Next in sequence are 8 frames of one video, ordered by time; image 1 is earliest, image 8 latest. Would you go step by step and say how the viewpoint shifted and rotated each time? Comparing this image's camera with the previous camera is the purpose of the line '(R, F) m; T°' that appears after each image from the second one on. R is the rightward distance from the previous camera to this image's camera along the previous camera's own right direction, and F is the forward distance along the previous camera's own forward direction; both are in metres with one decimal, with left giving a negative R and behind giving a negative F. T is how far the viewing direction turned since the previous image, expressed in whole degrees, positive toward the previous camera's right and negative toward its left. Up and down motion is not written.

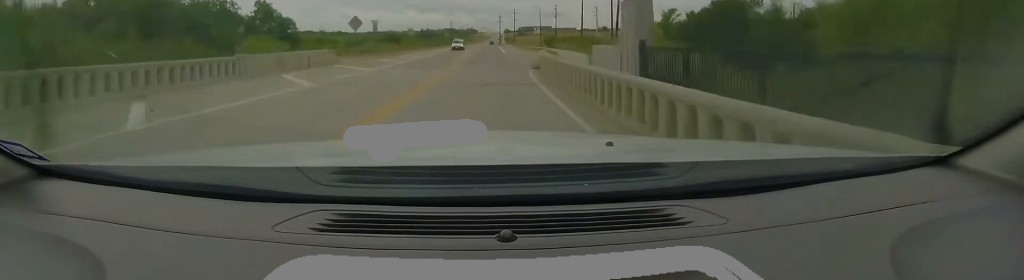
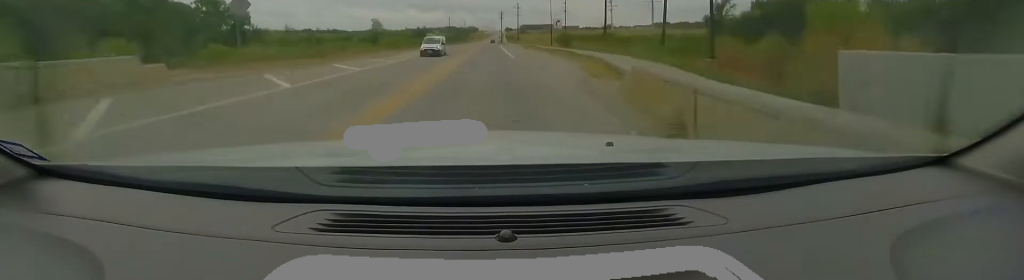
(-0.1, +13.4) m; 0°
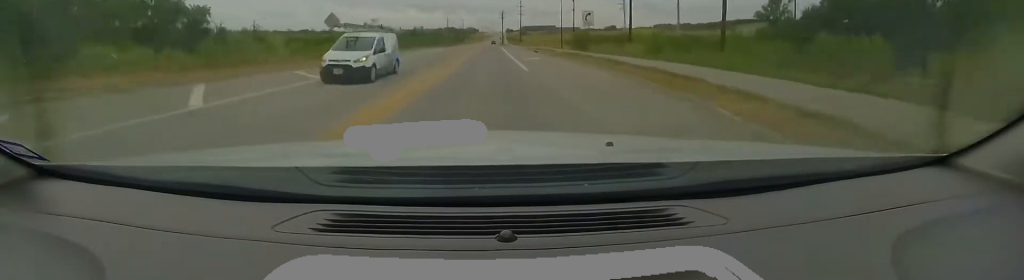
(0.0, +9.4) m; 0°
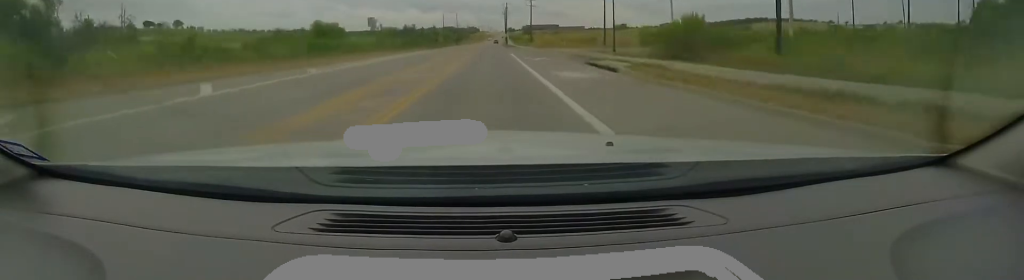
(0.0, +23.6) m; -2°
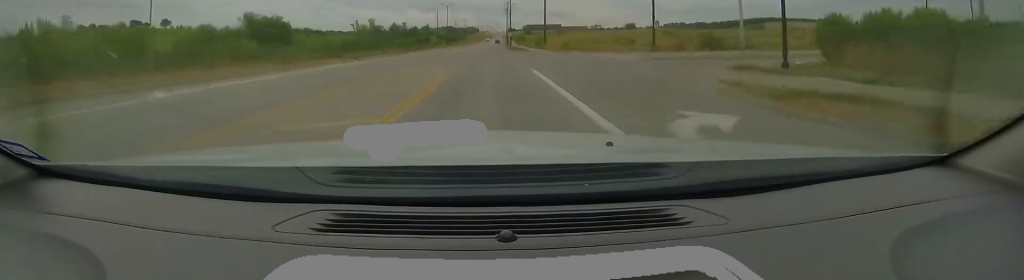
(-0.5, +20.0) m; 0°
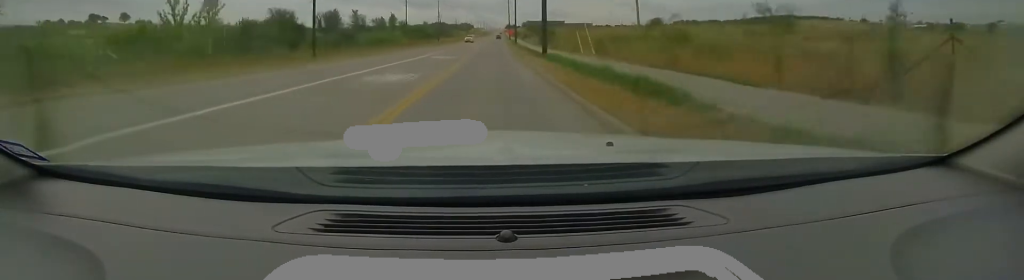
(-0.2, +54.0) m; 0°
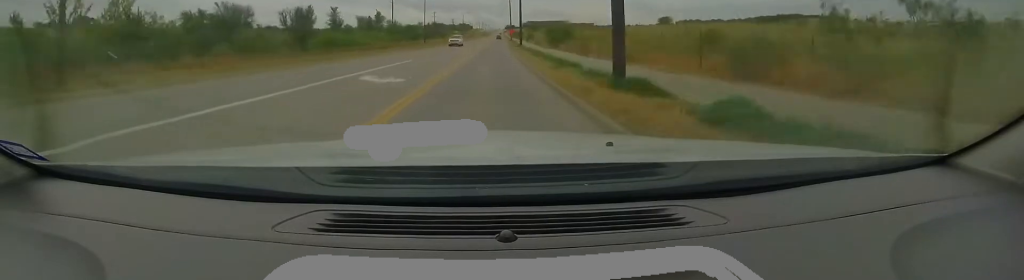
(+0.2, +13.6) m; +1°
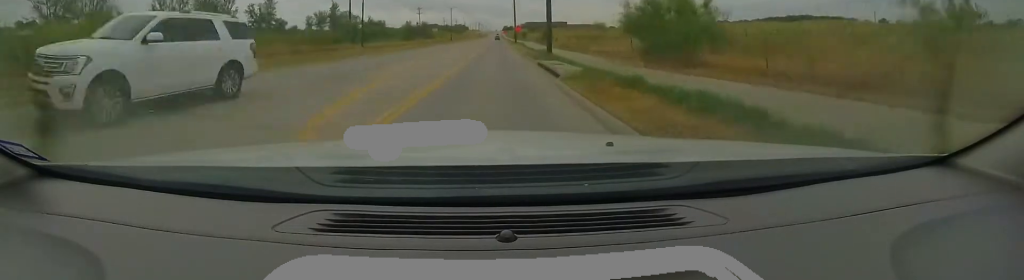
(+0.2, +27.3) m; 0°
